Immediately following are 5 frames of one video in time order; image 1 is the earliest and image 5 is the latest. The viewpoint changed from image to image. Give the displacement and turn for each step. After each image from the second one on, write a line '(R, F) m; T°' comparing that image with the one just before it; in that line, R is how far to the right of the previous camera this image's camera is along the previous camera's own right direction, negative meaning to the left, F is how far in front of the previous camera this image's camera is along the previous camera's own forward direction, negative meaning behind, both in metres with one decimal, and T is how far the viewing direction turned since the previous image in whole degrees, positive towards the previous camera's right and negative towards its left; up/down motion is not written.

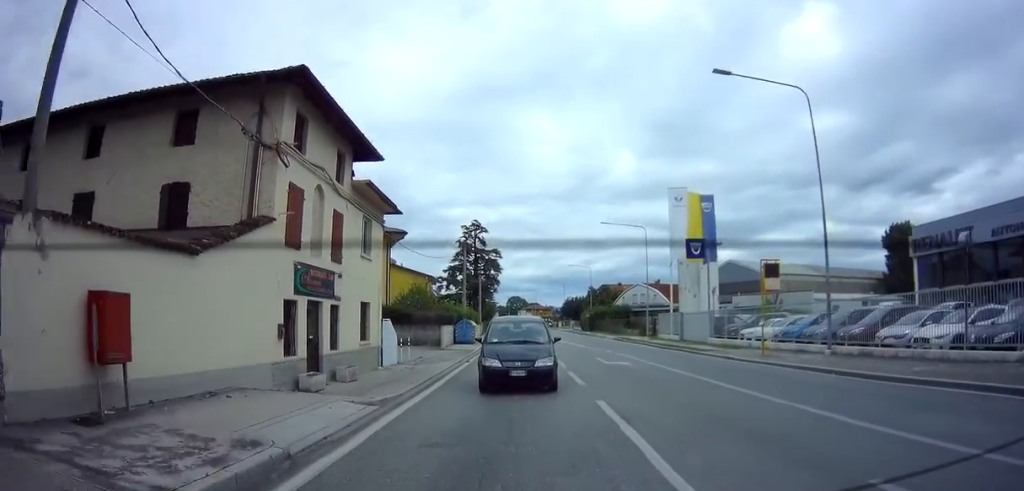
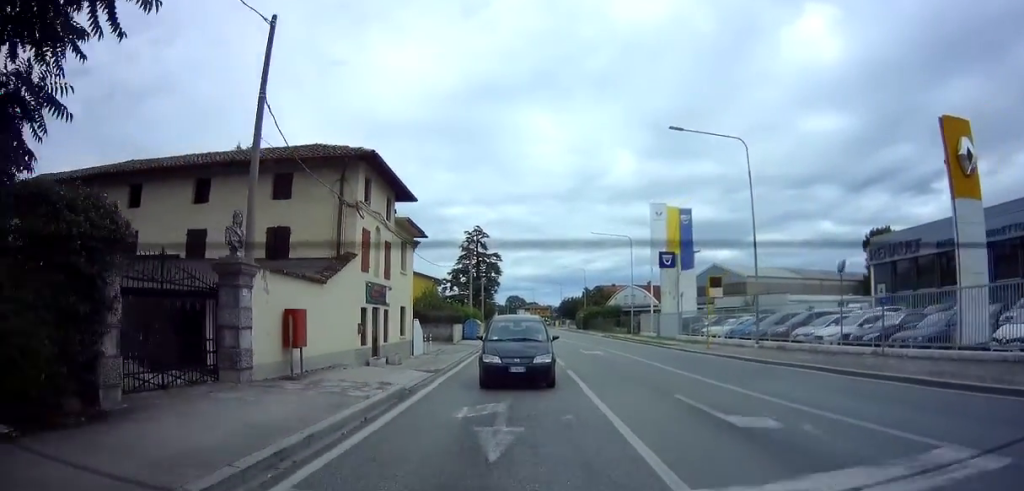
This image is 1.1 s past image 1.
(-0.1, +6.9) m; +2°
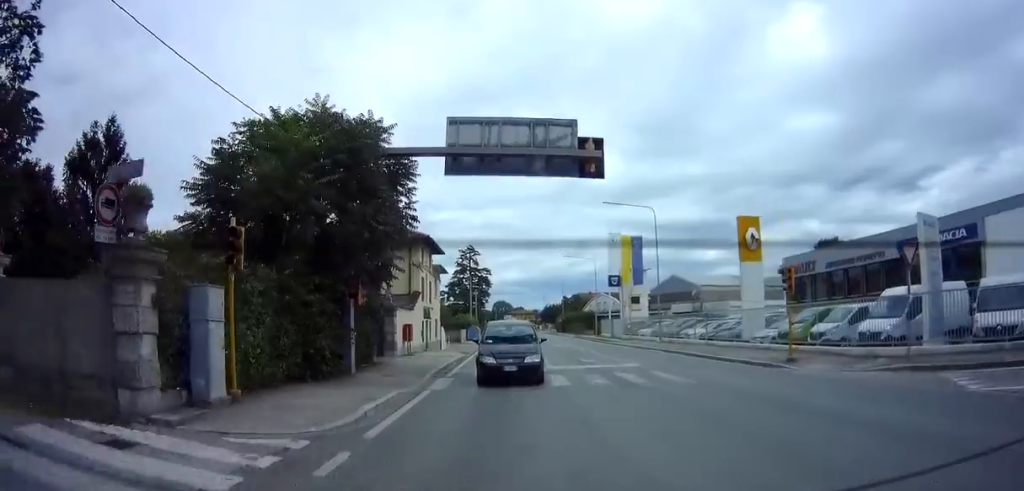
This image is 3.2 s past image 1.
(+0.8, +16.1) m; +3°
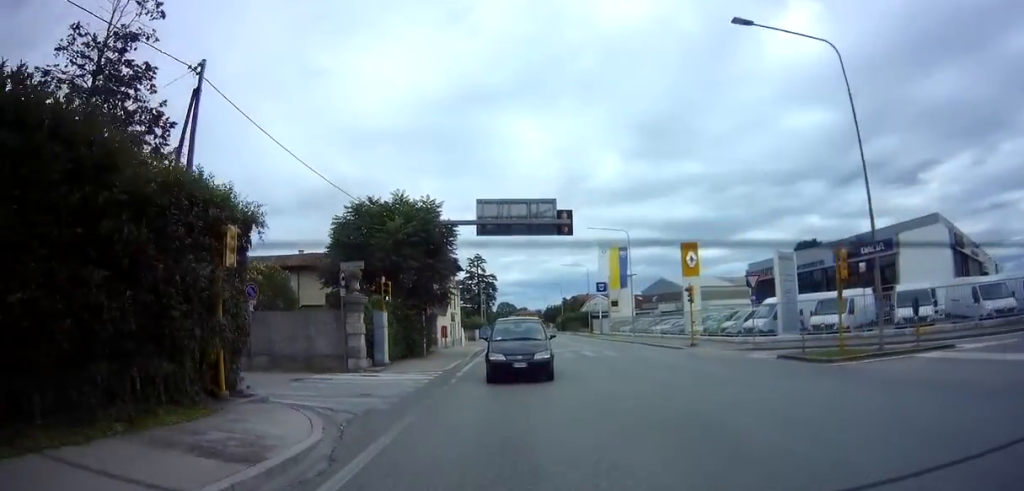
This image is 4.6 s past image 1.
(-0.1, +11.2) m; -1°
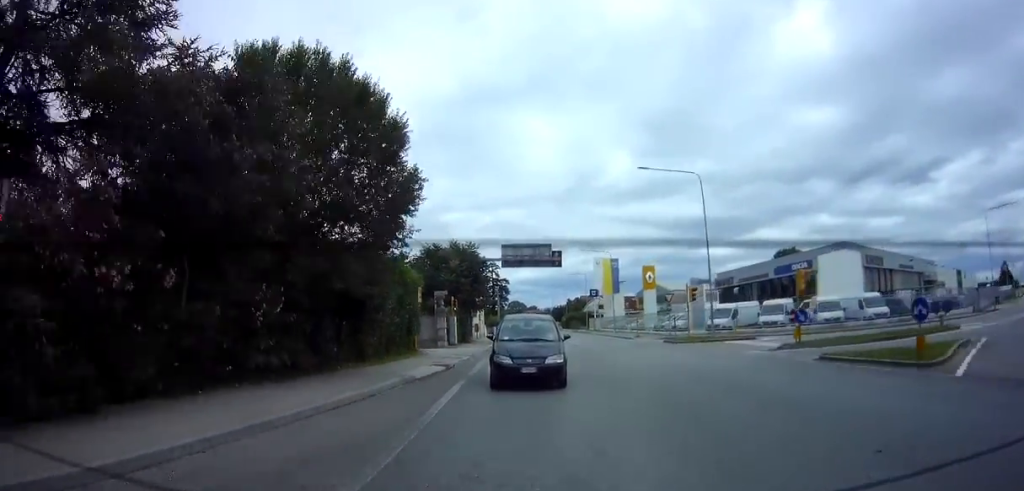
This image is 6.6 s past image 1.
(-0.2, +17.5) m; -3°
